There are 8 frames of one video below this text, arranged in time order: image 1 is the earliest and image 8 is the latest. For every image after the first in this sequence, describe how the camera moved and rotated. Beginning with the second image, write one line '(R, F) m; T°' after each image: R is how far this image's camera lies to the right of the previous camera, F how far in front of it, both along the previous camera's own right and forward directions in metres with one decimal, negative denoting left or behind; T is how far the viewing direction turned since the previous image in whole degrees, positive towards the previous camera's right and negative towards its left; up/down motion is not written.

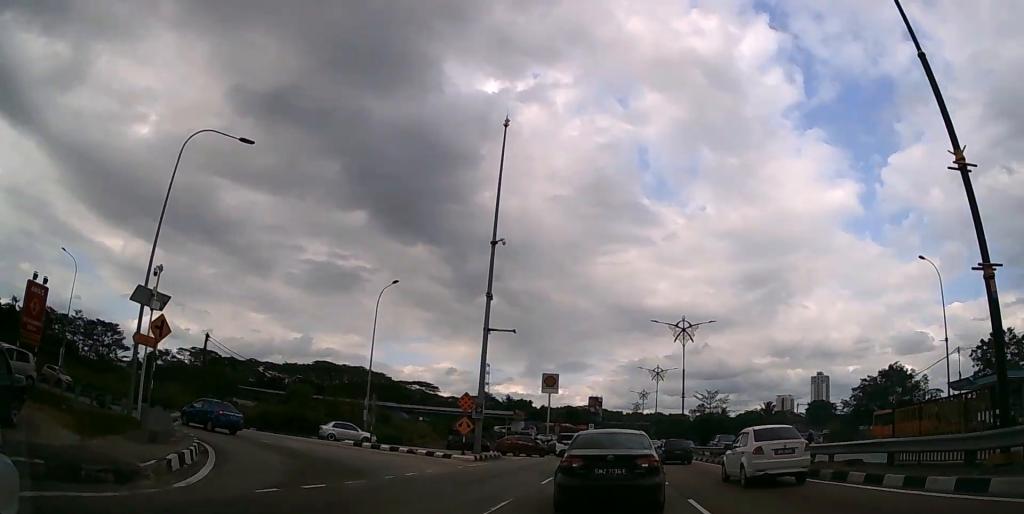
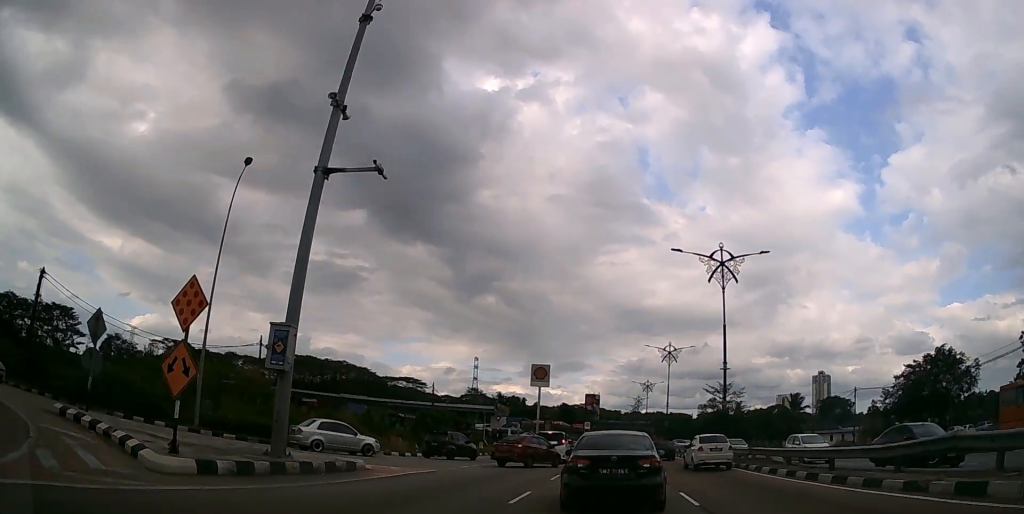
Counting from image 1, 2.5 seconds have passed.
(0.0, +20.2) m; +1°
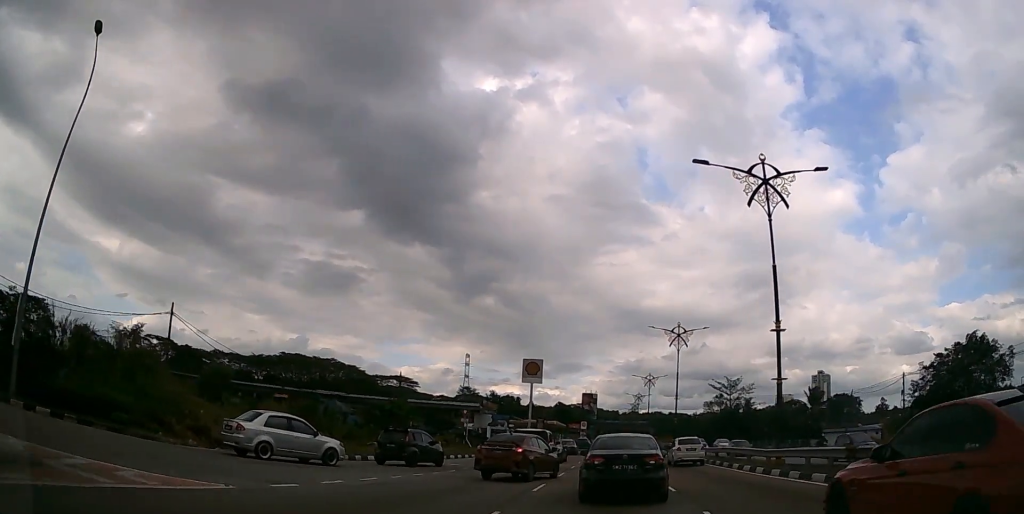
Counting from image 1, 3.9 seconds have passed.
(0.0, +11.0) m; 0°
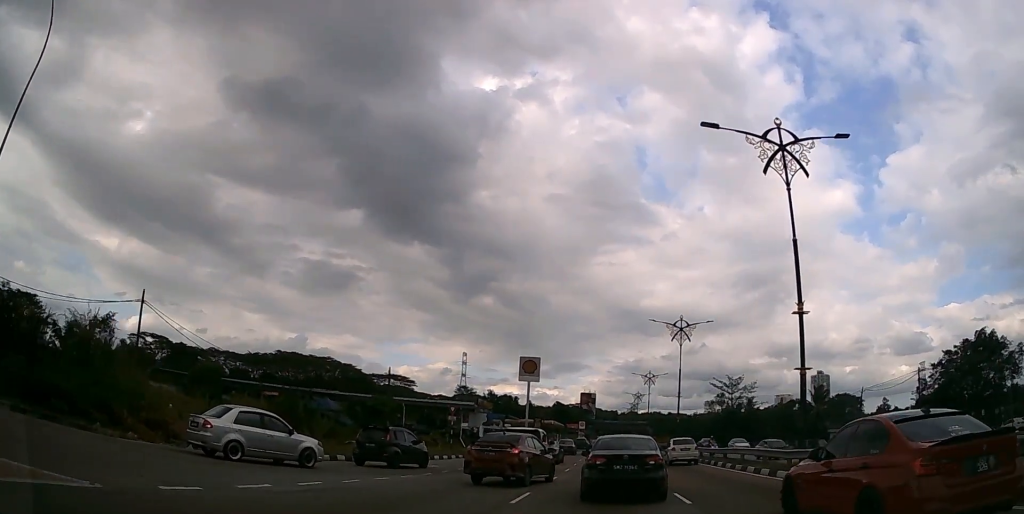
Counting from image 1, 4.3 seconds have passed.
(0.0, +3.0) m; 0°
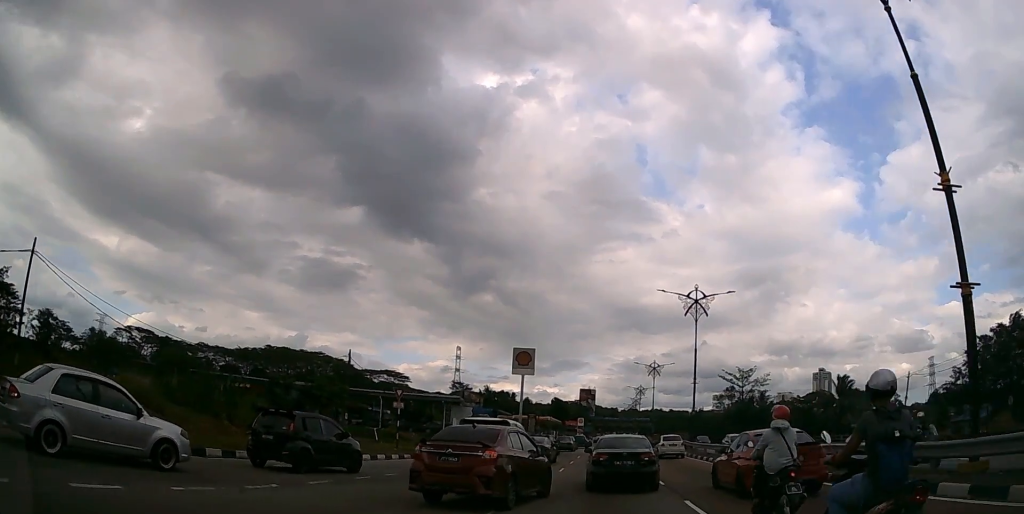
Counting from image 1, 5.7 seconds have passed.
(0.0, +9.9) m; +1°
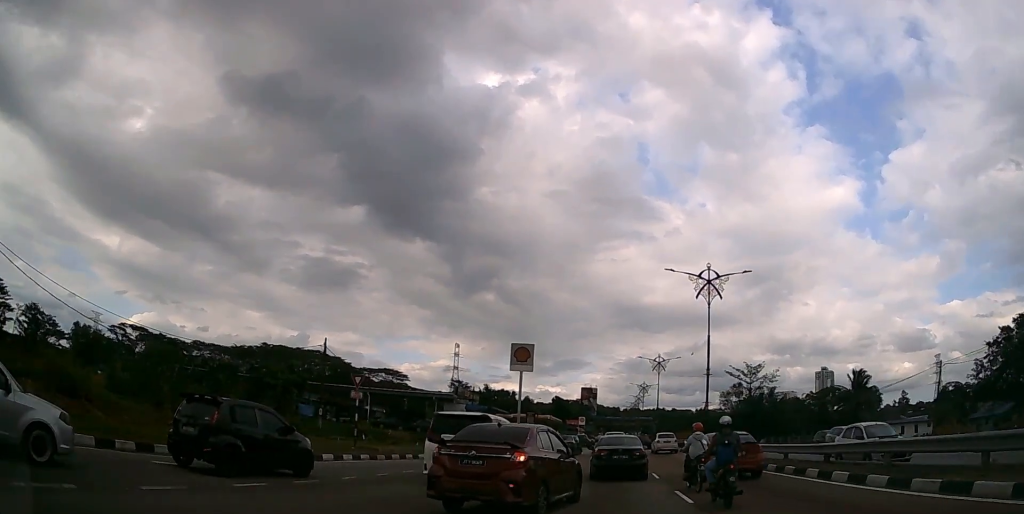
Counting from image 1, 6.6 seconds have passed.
(0.0, +5.5) m; 0°
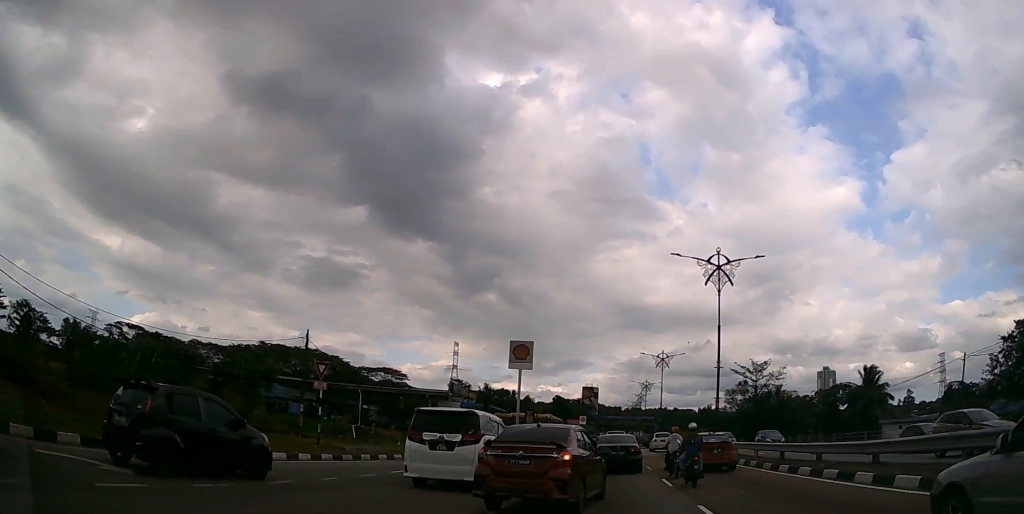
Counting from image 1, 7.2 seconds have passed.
(0.0, +3.3) m; 0°
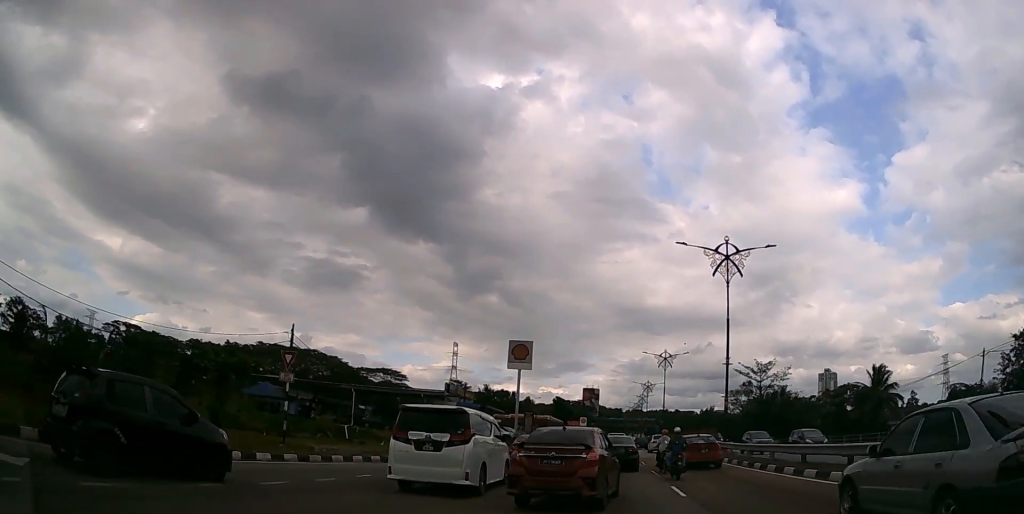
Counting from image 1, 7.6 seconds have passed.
(0.0, +2.4) m; 0°
